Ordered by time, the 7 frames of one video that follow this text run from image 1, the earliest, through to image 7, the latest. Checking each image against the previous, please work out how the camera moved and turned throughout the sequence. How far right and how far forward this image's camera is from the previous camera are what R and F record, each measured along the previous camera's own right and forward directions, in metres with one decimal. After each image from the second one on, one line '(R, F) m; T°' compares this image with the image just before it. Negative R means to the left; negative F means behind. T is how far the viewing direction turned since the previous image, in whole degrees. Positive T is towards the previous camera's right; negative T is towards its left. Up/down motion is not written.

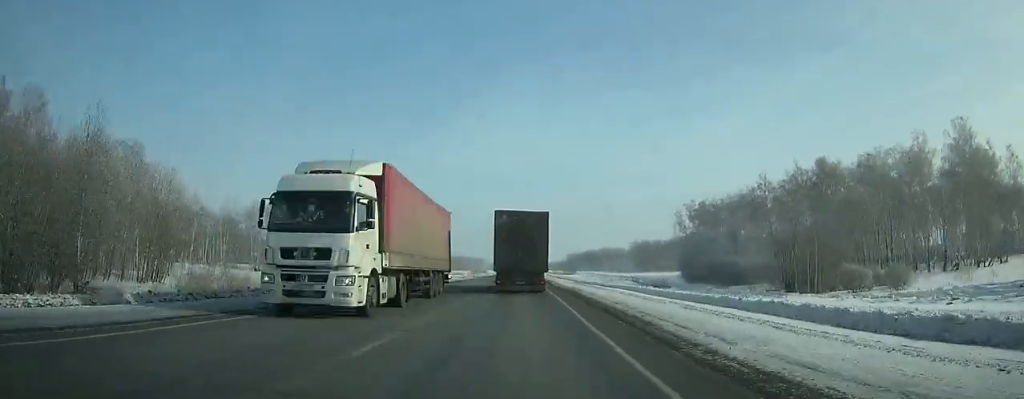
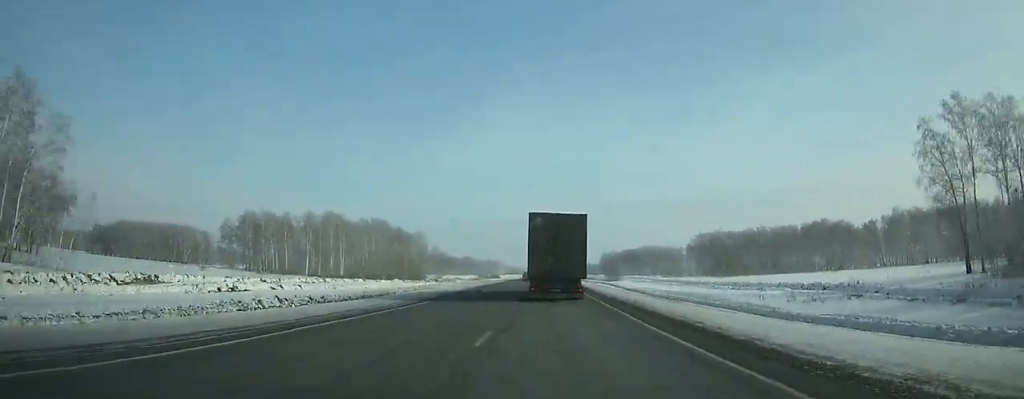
(-1.5, +114.8) m; -1°
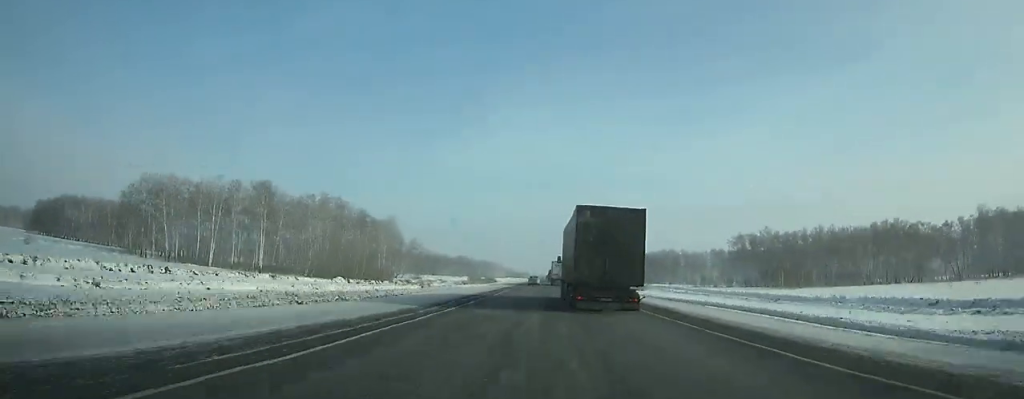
(0.0, +55.2) m; 0°
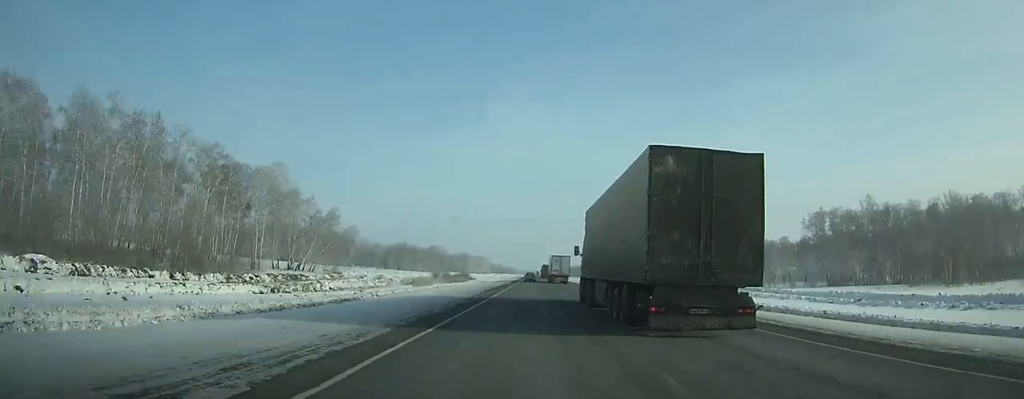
(+0.5, +80.8) m; +1°
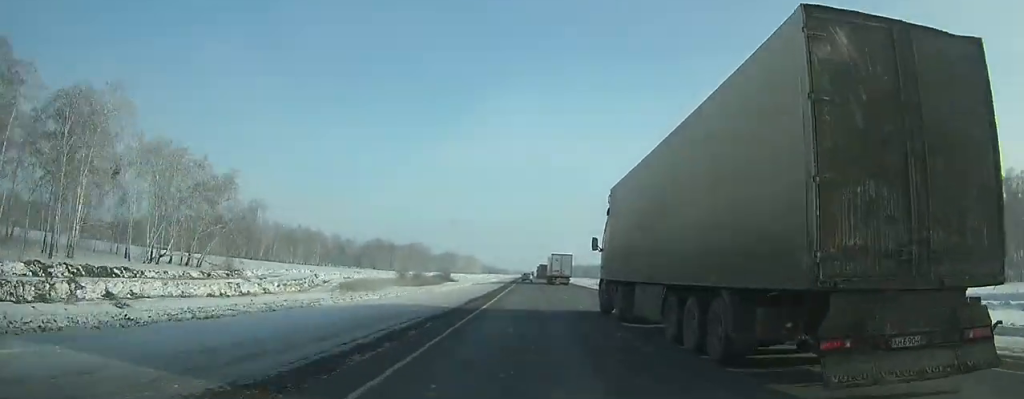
(+0.1, +47.3) m; 0°
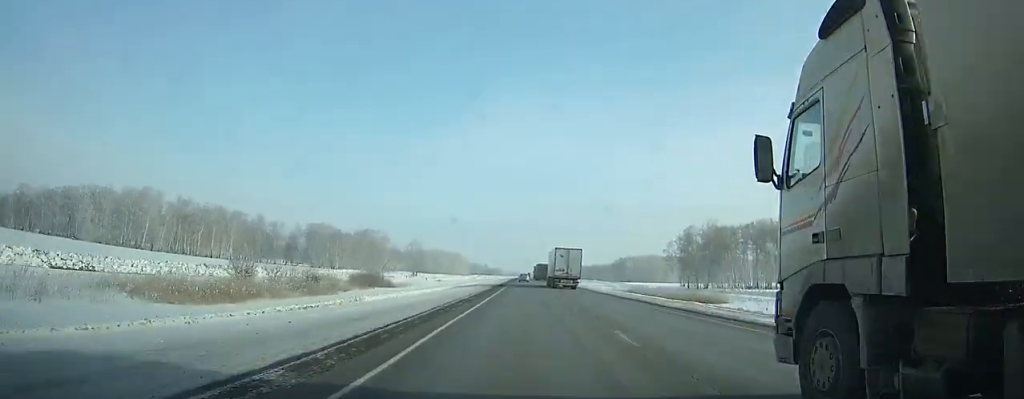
(+0.2, +91.4) m; 0°
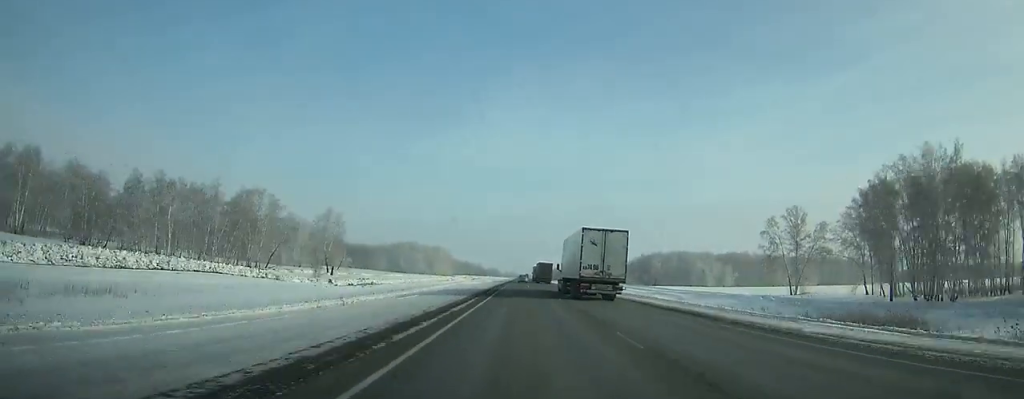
(+0.2, +104.9) m; 0°
